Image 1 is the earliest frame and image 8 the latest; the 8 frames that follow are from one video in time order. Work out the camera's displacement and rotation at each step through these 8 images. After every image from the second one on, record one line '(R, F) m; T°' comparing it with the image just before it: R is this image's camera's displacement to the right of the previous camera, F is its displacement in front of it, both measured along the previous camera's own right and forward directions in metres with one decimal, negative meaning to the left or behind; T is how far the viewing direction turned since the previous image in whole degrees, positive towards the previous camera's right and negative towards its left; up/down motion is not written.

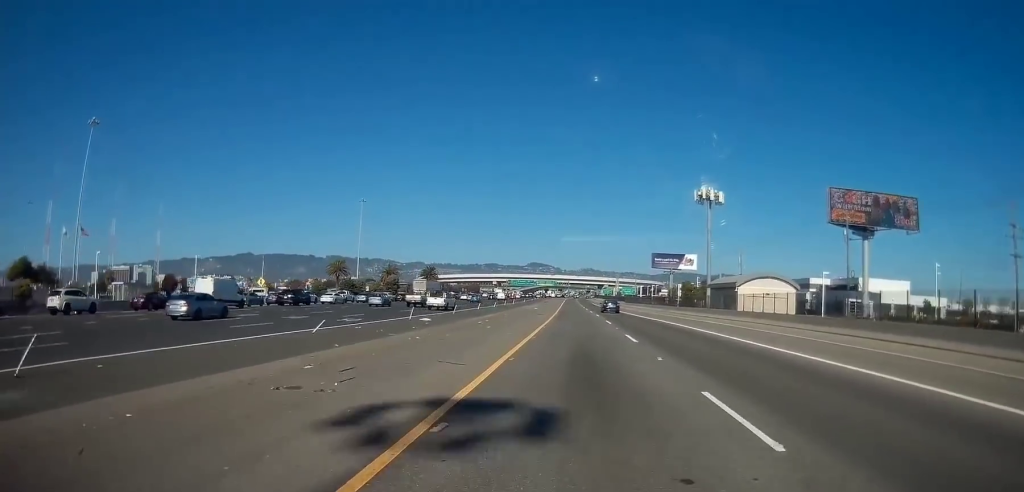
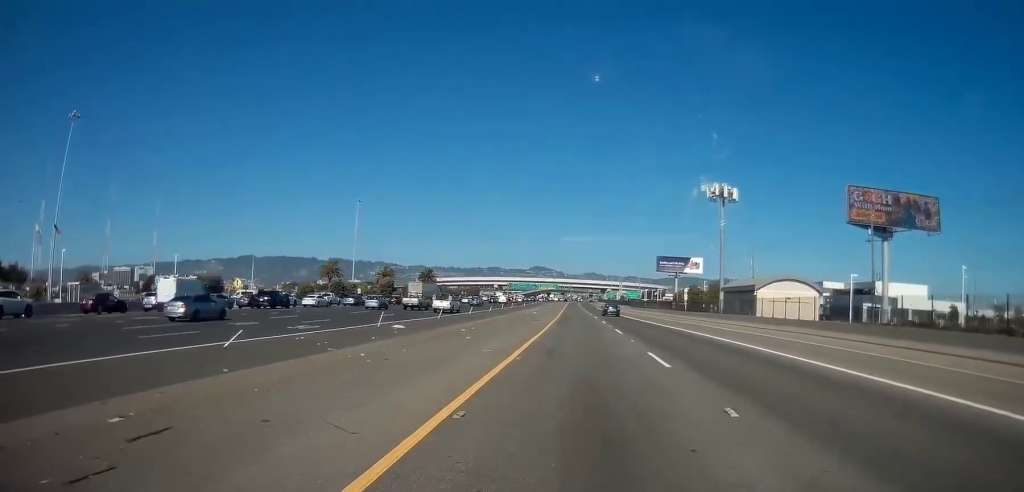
(-0.1, +6.8) m; 0°
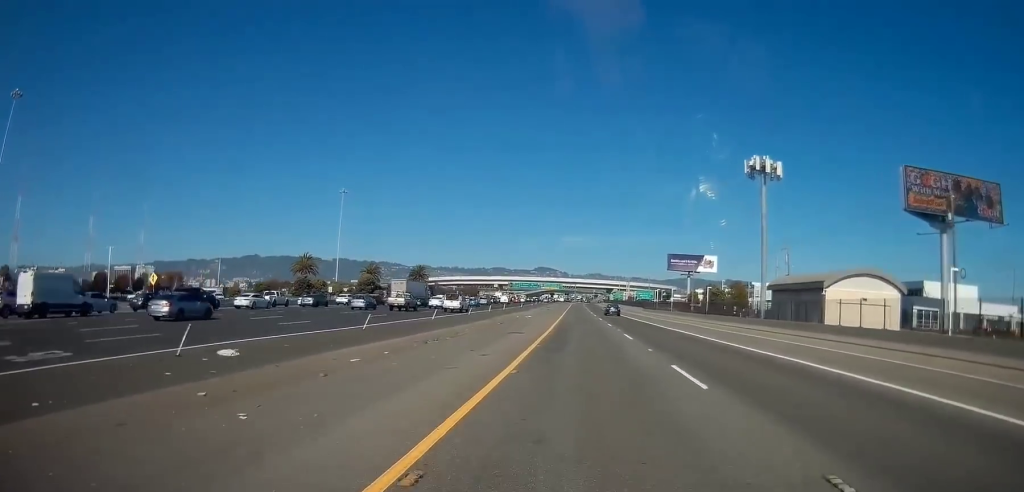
(0.0, +17.7) m; 0°
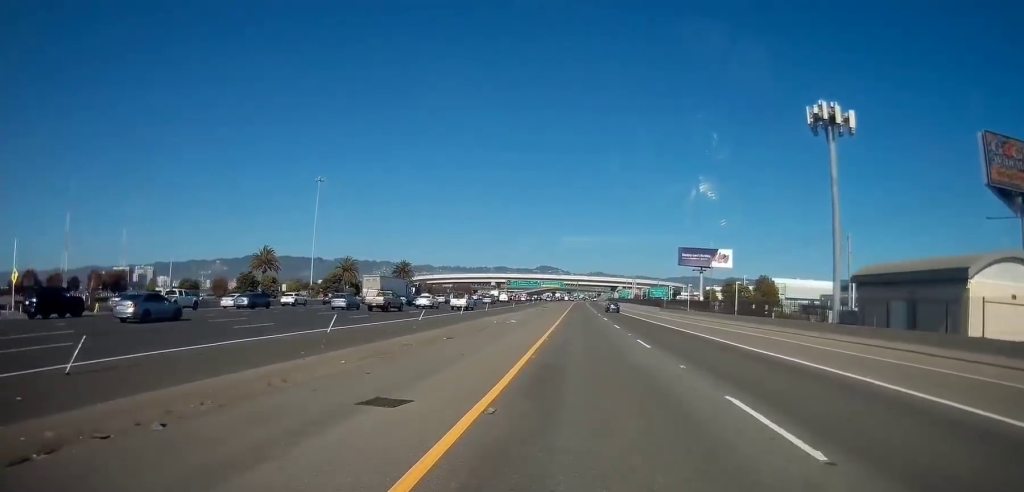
(-0.1, +19.5) m; 0°
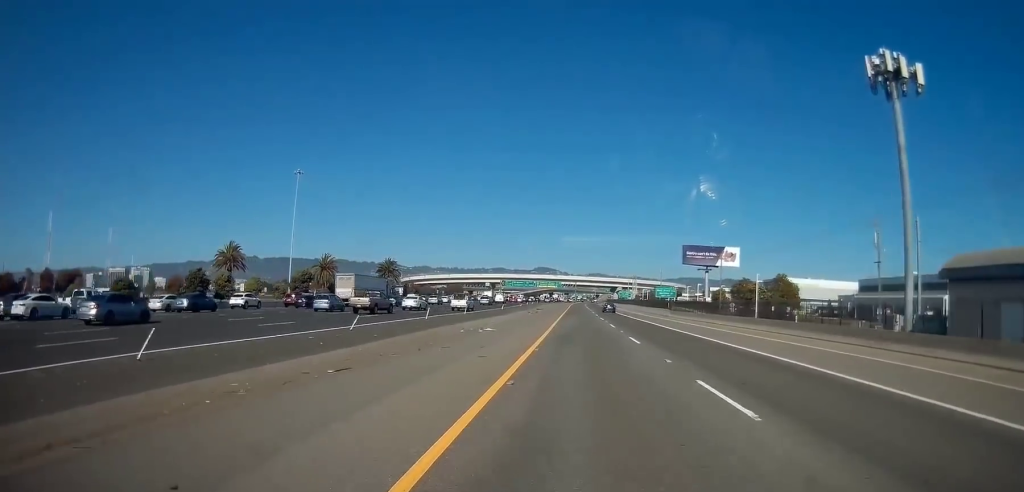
(0.0, +12.1) m; 0°
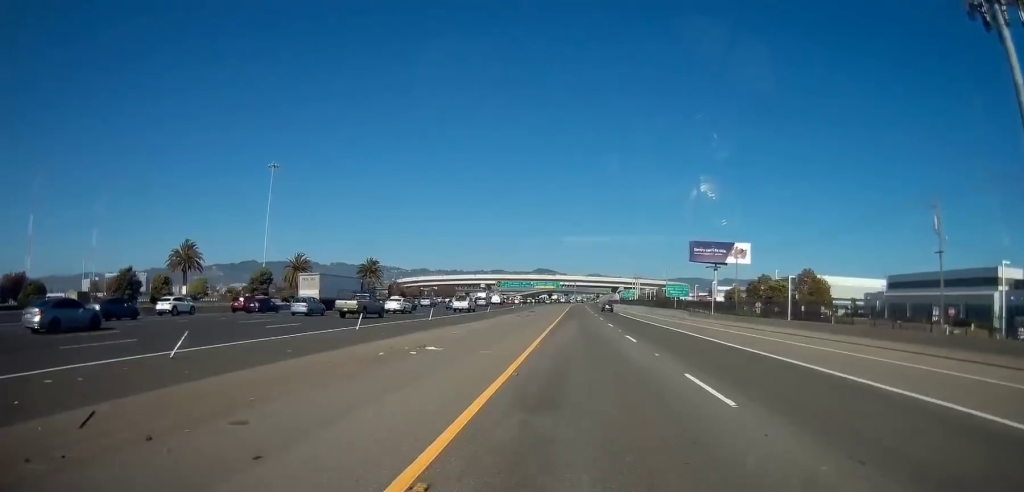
(+0.1, +13.4) m; +1°
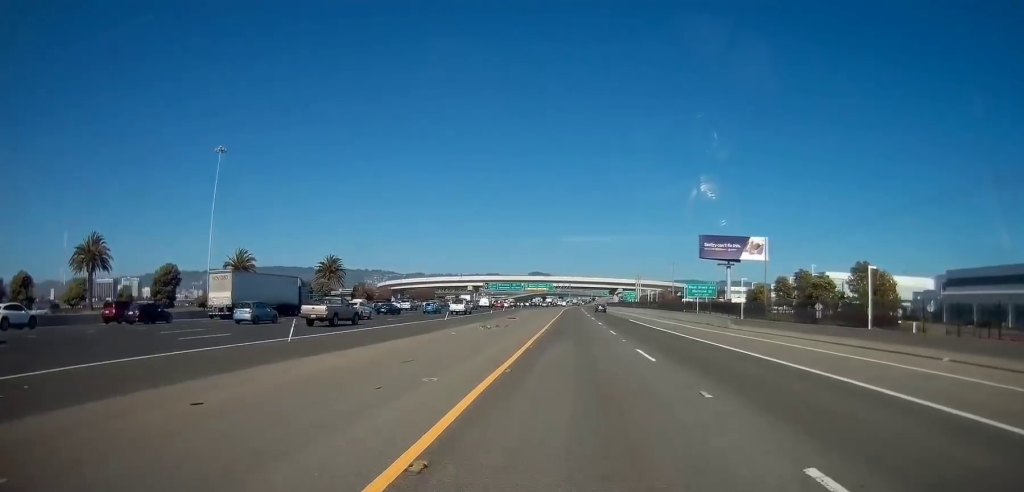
(+0.1, +21.5) m; 0°
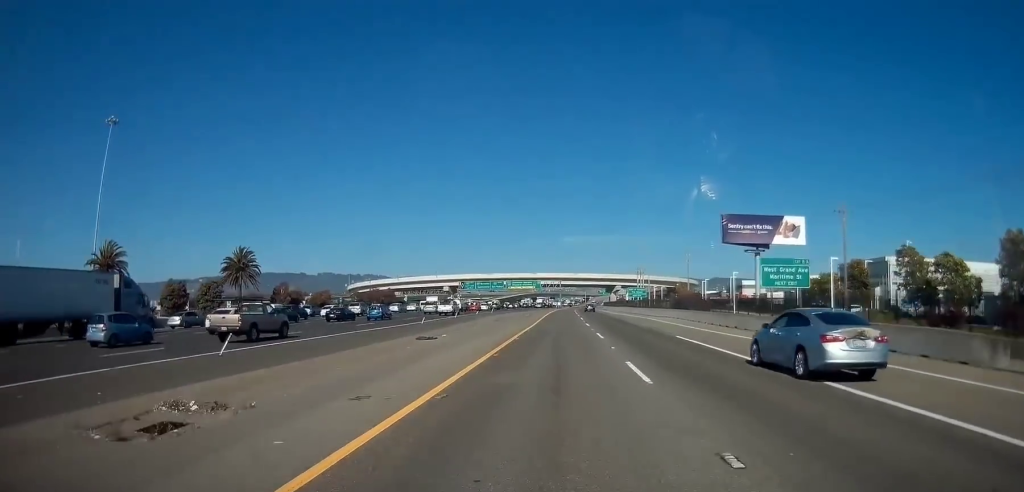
(+0.3, +33.3) m; 0°
